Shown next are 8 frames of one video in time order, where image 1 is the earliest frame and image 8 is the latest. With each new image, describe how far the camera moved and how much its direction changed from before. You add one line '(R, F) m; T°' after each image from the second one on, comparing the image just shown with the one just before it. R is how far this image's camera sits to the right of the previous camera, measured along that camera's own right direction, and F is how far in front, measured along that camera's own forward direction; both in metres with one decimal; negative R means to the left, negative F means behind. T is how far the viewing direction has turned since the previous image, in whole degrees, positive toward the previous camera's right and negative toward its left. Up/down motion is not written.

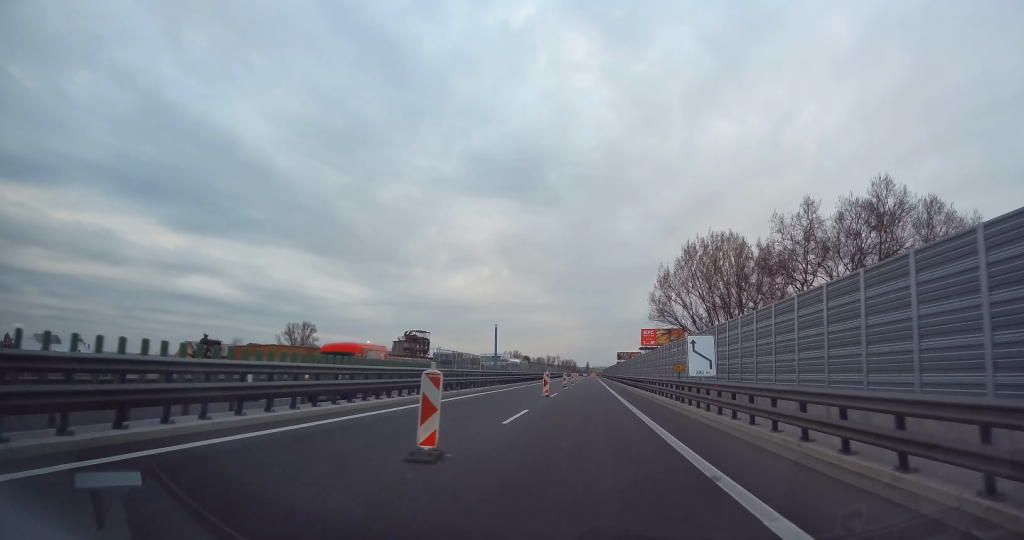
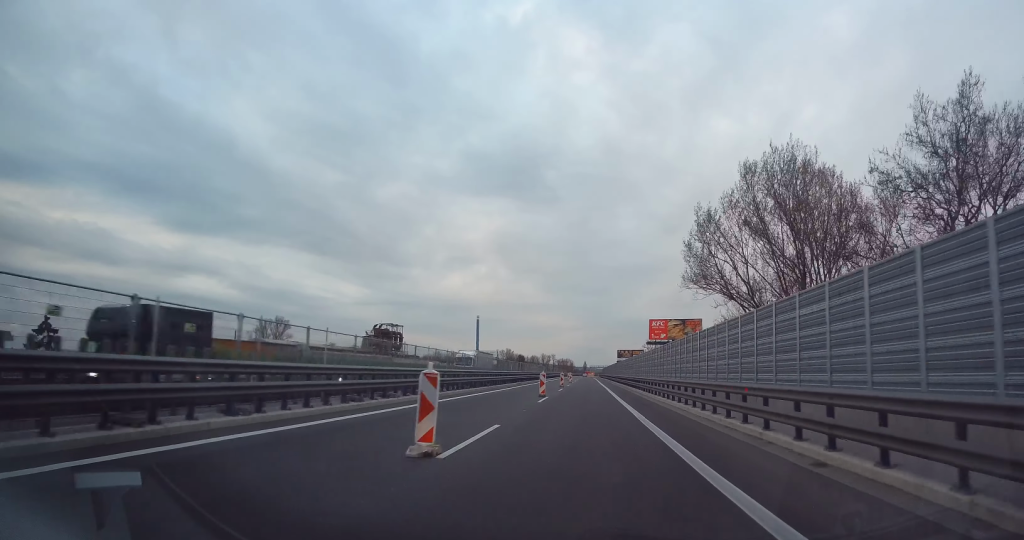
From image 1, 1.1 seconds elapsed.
(+0.4, +24.2) m; +1°
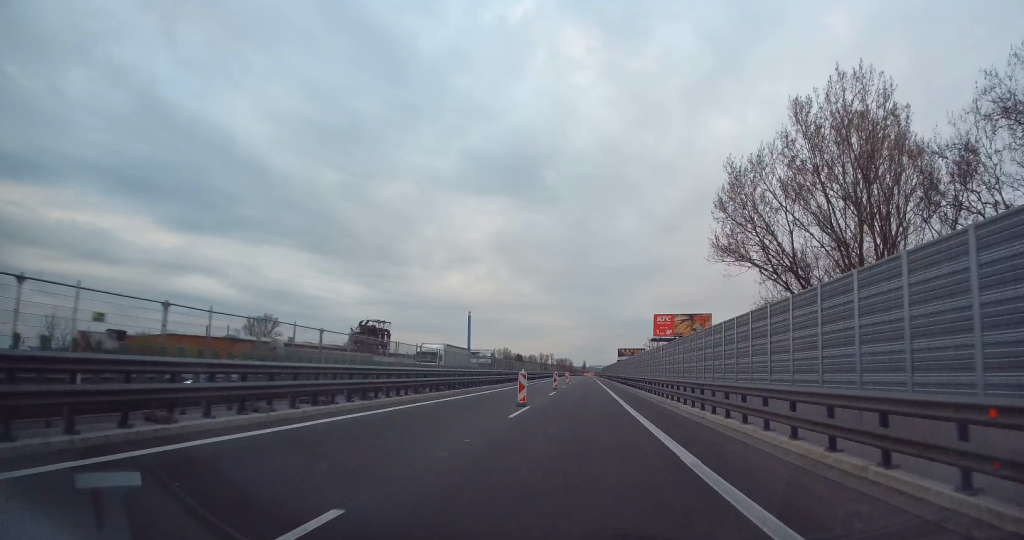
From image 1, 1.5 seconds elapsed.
(-0.1, +9.0) m; 0°
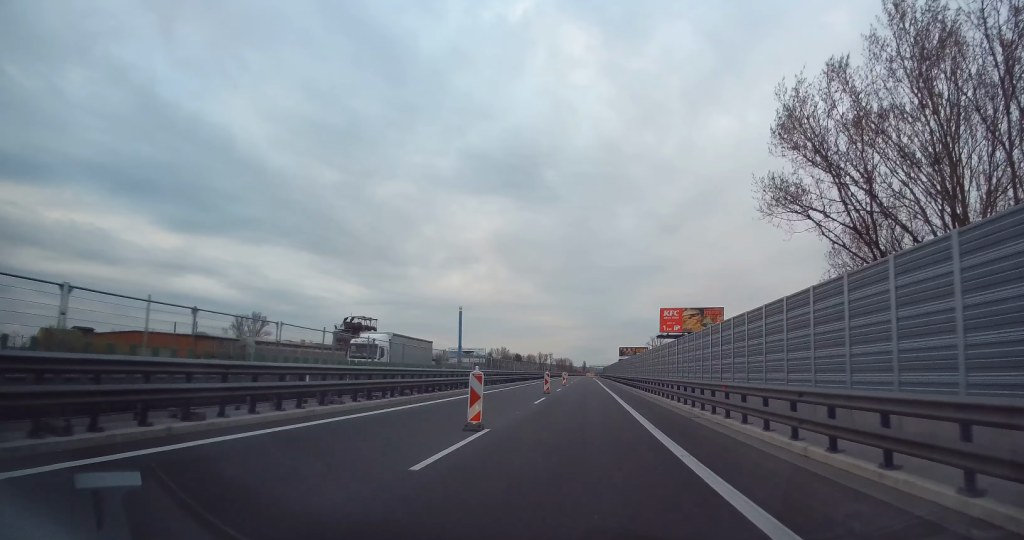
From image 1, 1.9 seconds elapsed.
(0.0, +9.5) m; 0°
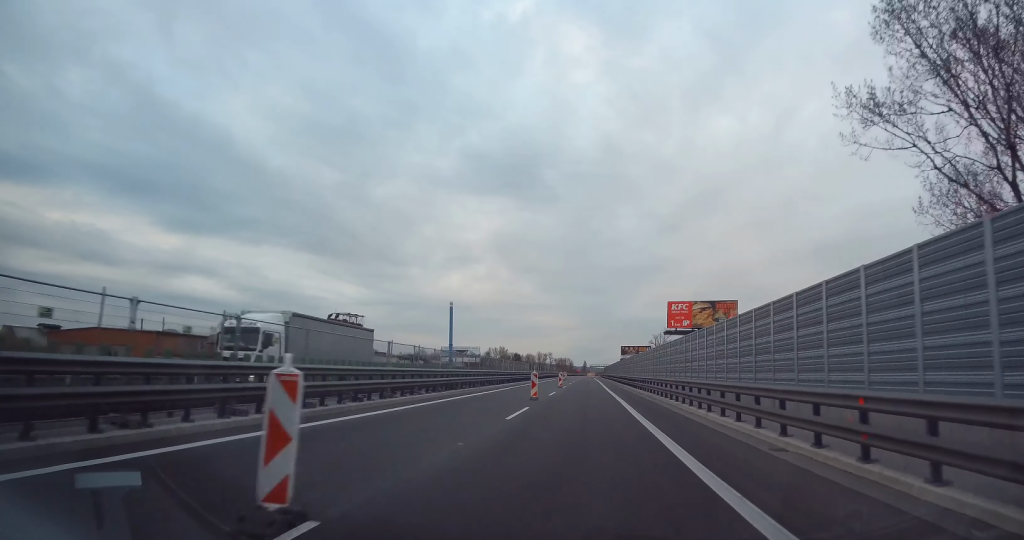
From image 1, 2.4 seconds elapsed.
(0.0, +9.0) m; 0°
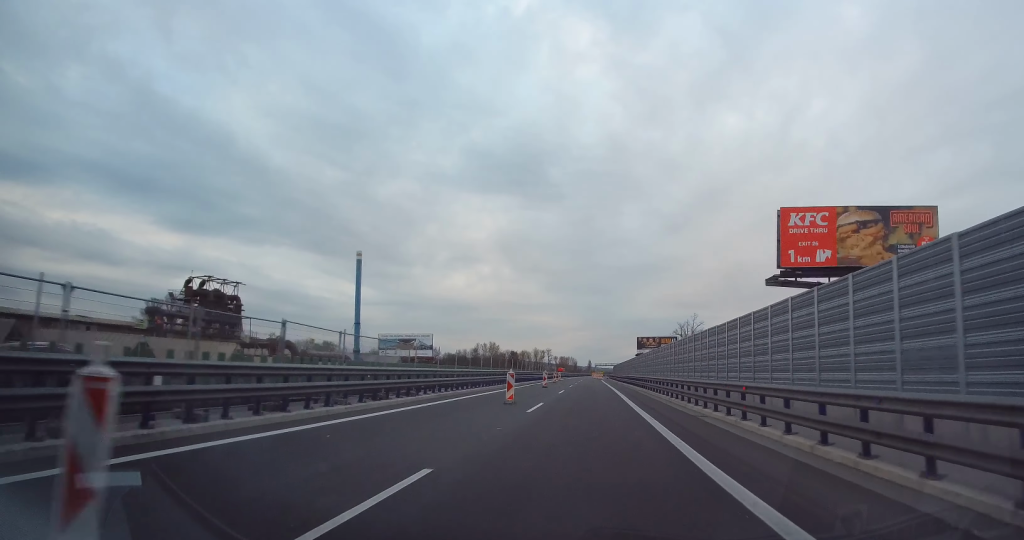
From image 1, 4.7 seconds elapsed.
(-0.6, +51.7) m; -1°
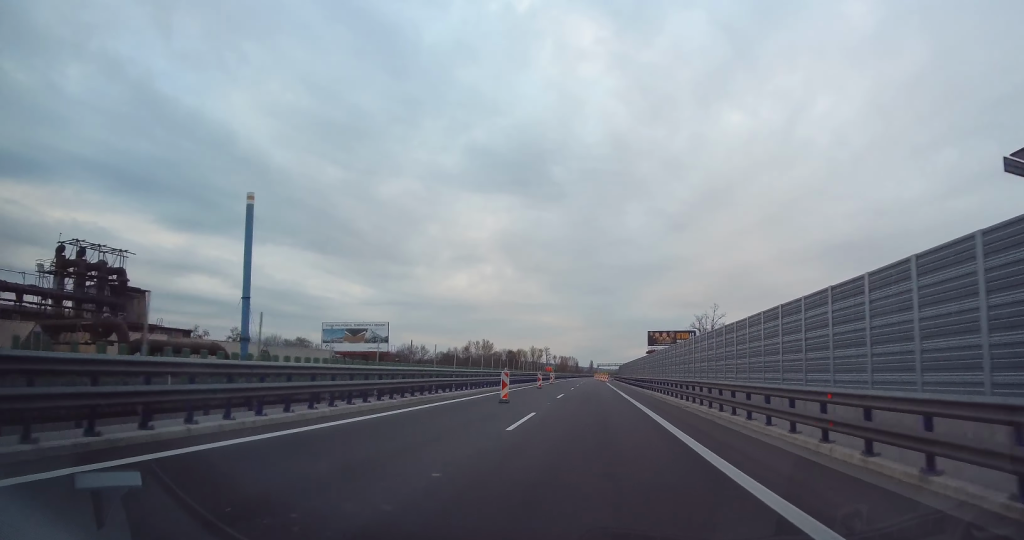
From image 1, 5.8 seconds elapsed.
(+0.5, +23.8) m; 0°
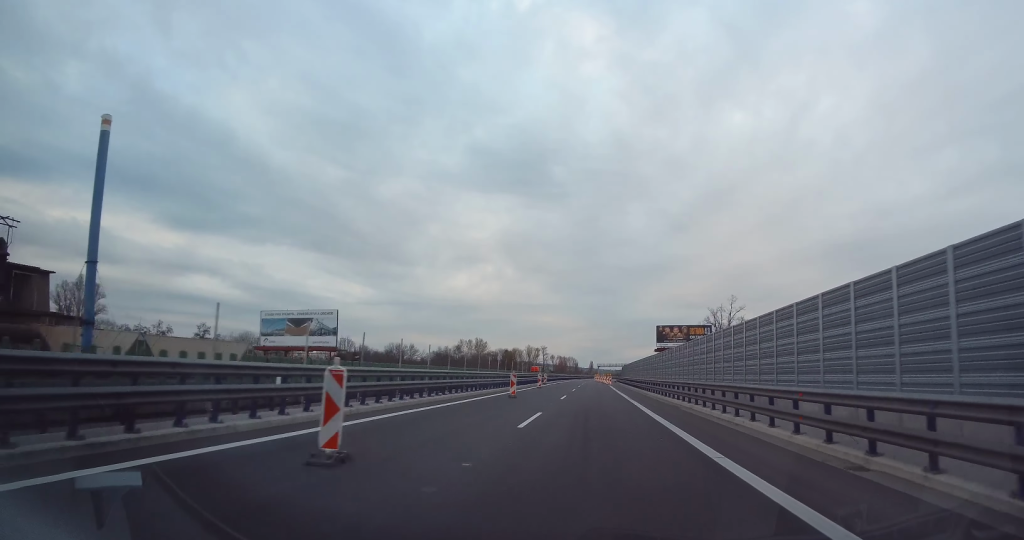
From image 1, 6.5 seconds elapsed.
(-0.4, +16.1) m; 0°
